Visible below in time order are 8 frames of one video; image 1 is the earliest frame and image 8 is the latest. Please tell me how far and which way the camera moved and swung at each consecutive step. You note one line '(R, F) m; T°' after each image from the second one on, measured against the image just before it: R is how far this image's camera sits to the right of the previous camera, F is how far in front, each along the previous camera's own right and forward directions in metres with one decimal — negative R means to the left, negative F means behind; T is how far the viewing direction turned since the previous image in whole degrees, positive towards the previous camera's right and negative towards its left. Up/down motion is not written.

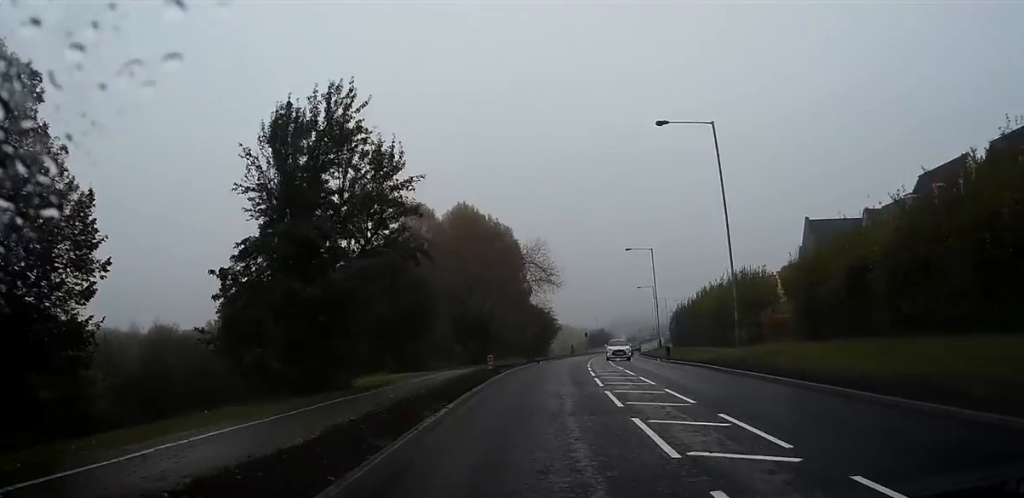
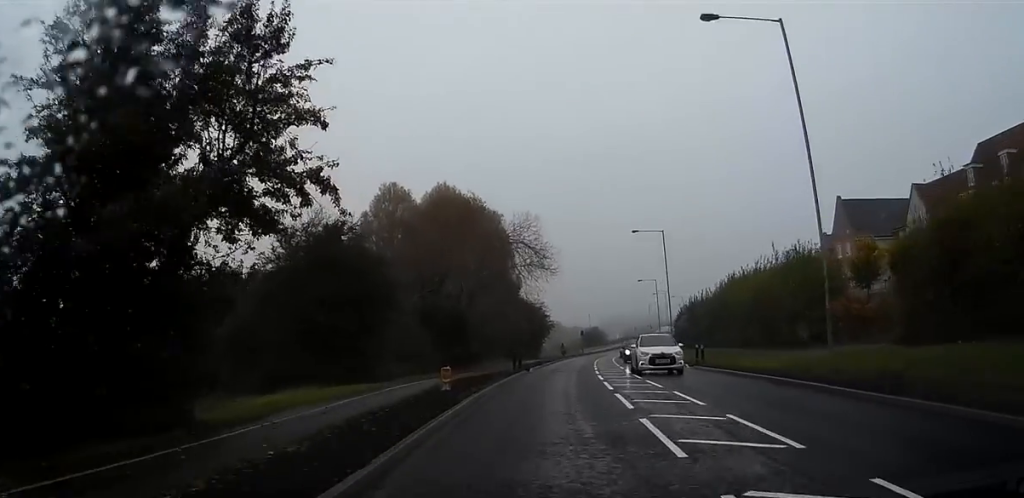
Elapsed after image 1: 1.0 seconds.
(0.0, +12.5) m; +1°
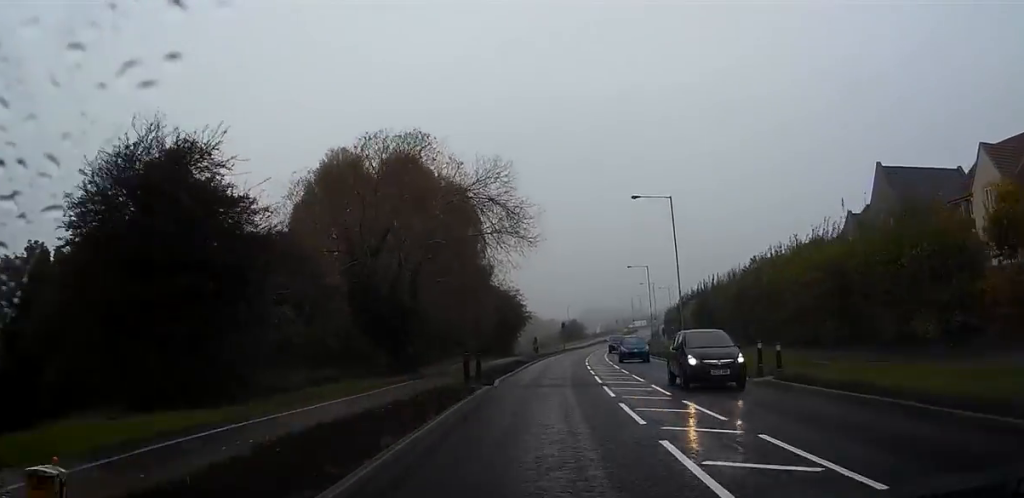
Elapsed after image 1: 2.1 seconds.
(+0.2, +14.5) m; +1°
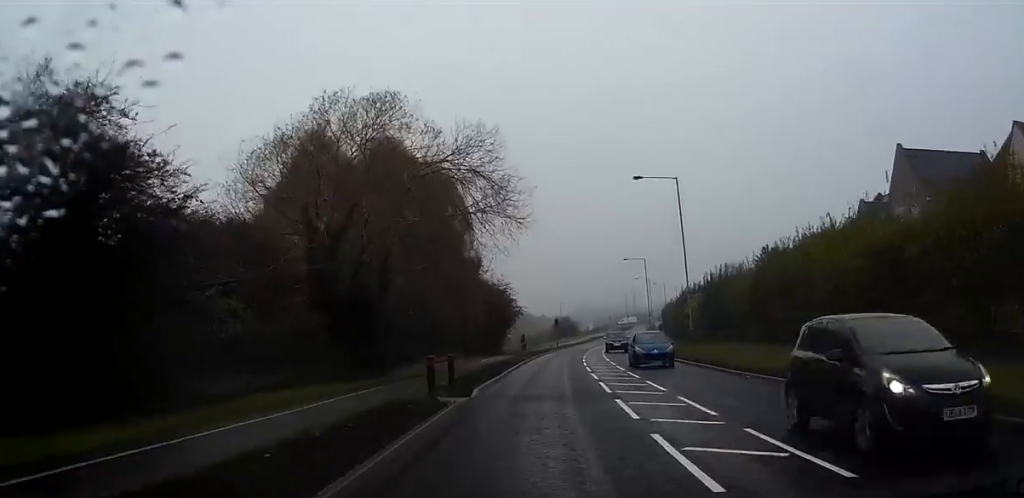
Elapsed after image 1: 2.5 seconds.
(0.0, +5.5) m; 0°
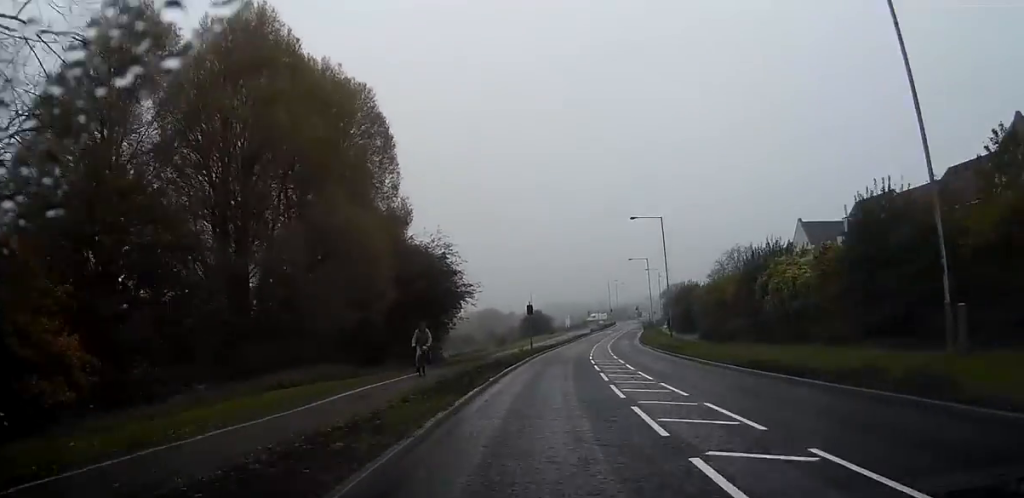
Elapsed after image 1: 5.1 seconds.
(-0.5, +32.4) m; -2°
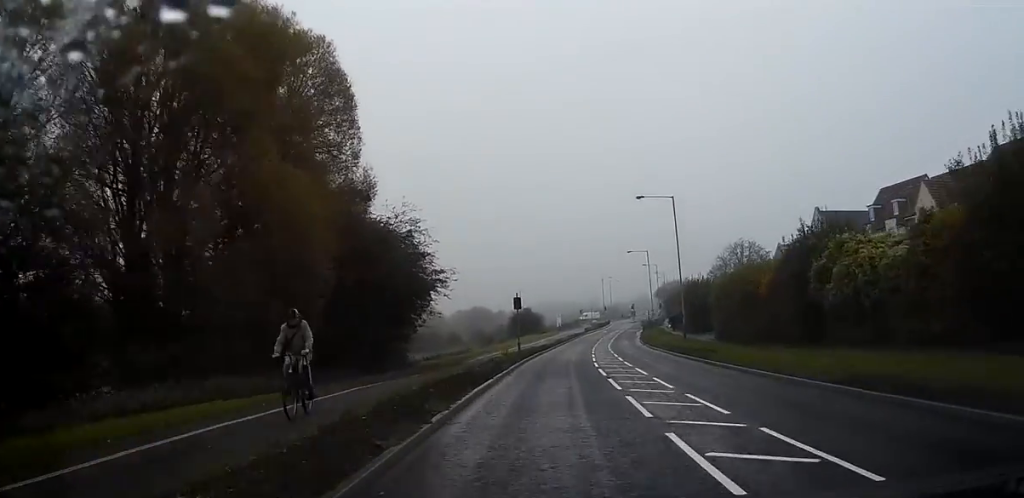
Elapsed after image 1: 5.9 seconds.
(-0.1, +9.5) m; +1°
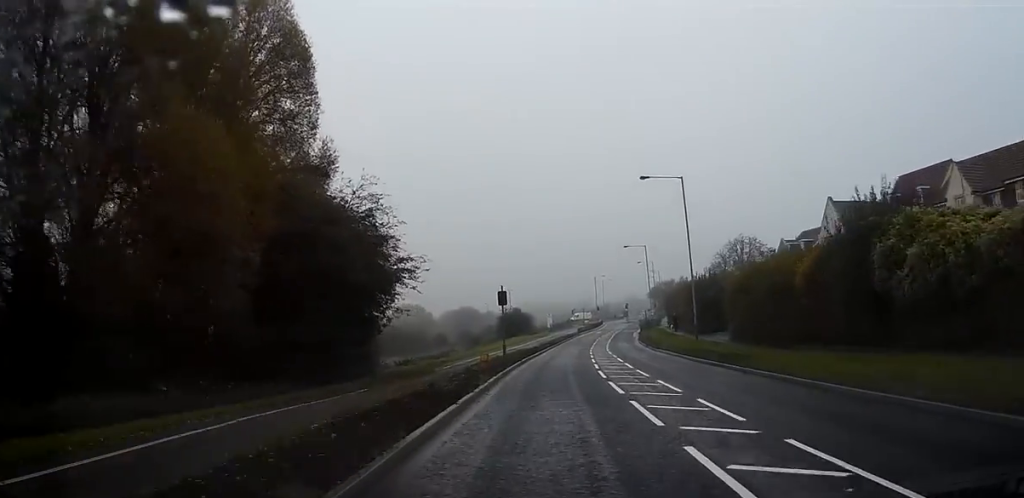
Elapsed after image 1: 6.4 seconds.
(0.0, +7.0) m; +2°
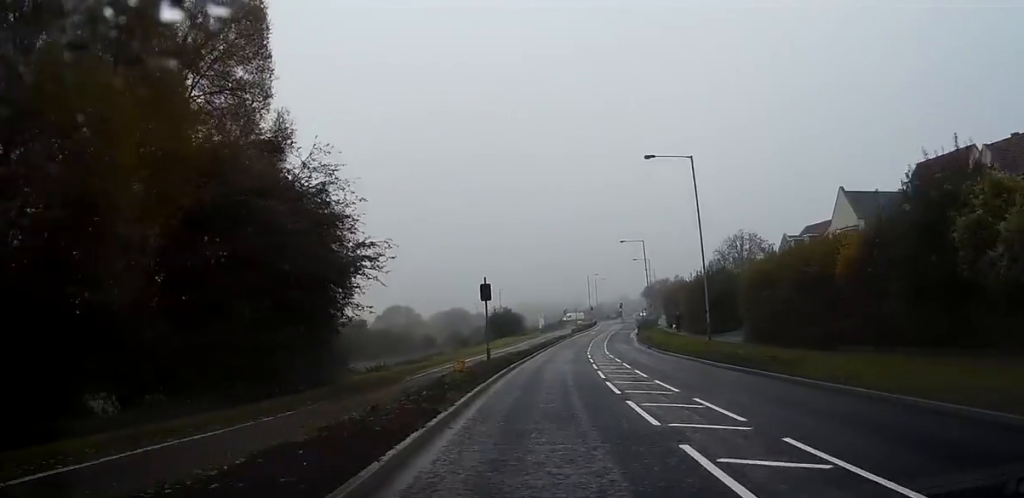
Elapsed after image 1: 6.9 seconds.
(+0.1, +5.8) m; +1°
